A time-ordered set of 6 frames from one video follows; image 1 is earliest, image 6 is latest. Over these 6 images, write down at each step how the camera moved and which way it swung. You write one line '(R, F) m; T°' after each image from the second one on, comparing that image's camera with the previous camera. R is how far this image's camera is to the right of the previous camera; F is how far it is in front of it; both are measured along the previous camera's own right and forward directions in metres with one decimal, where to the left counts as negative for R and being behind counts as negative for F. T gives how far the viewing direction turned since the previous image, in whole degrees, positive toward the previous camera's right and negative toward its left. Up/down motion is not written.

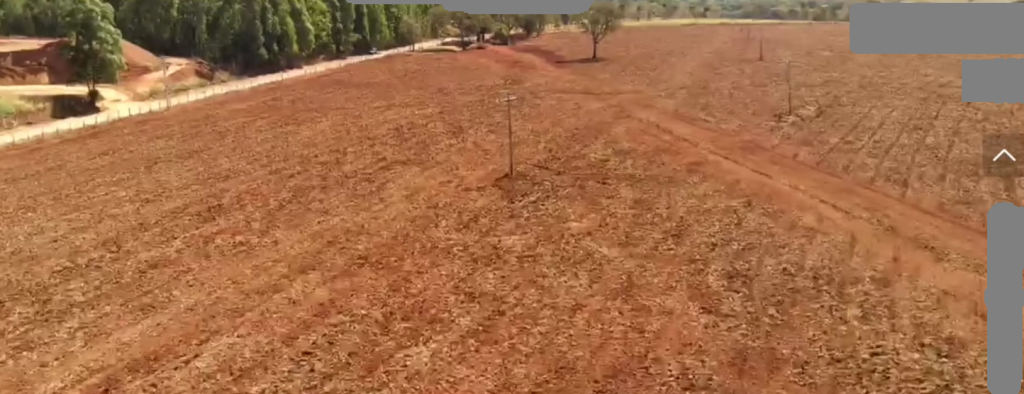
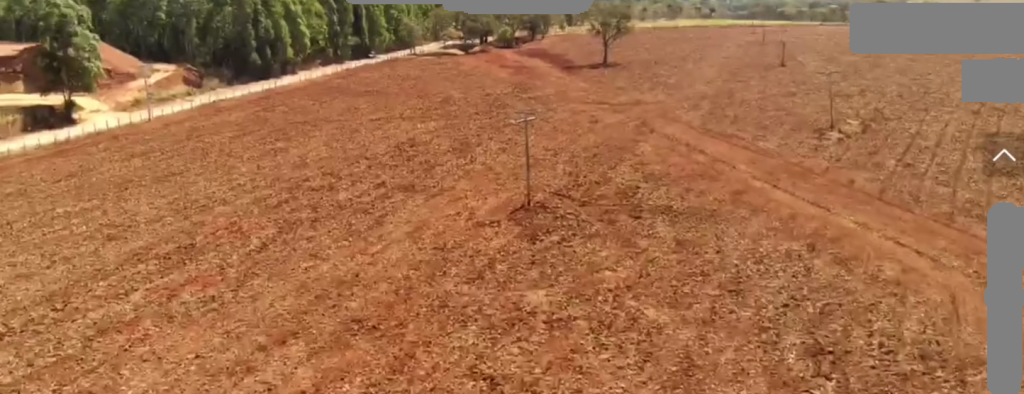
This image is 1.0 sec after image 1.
(0.0, +13.0) m; 0°
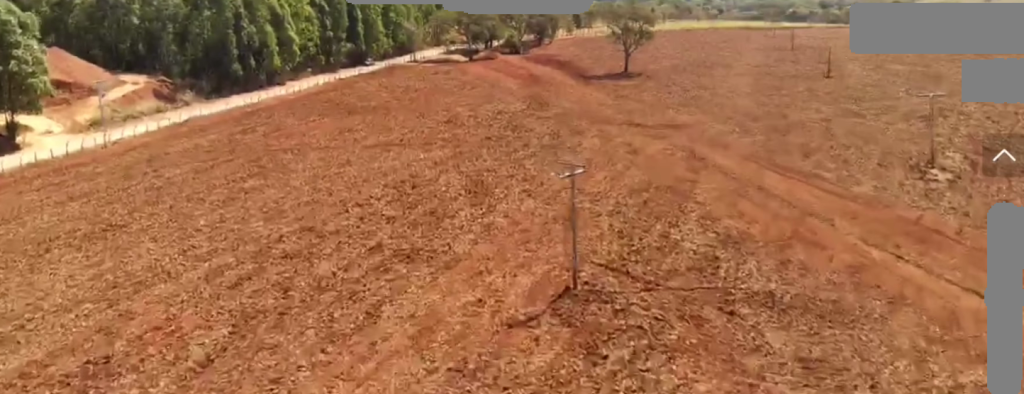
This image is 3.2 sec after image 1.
(0.0, +26.9) m; 0°
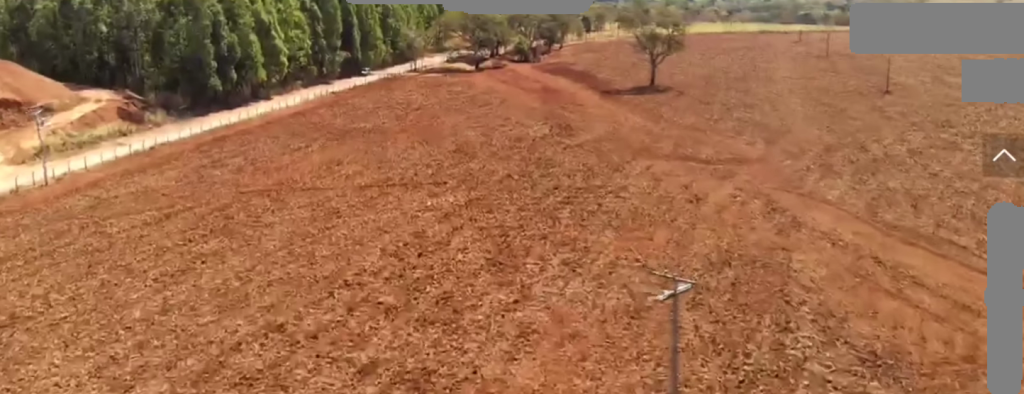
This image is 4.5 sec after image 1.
(0.0, +17.9) m; 0°
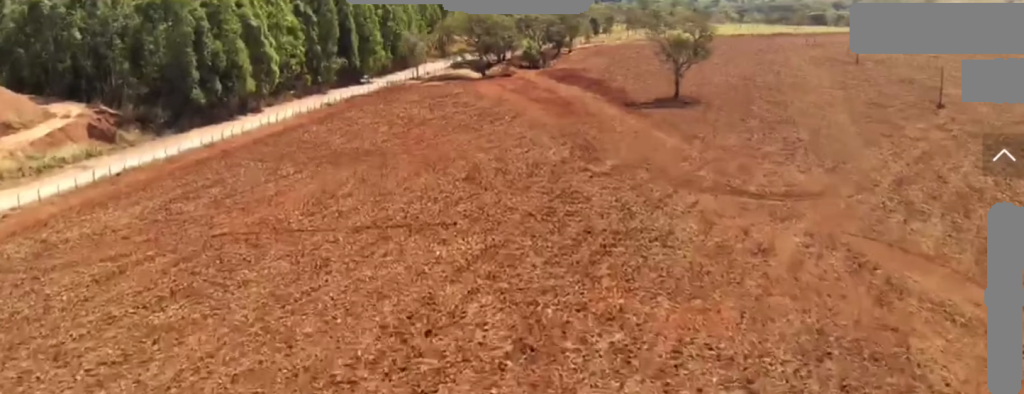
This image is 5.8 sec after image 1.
(0.0, +16.6) m; 0°
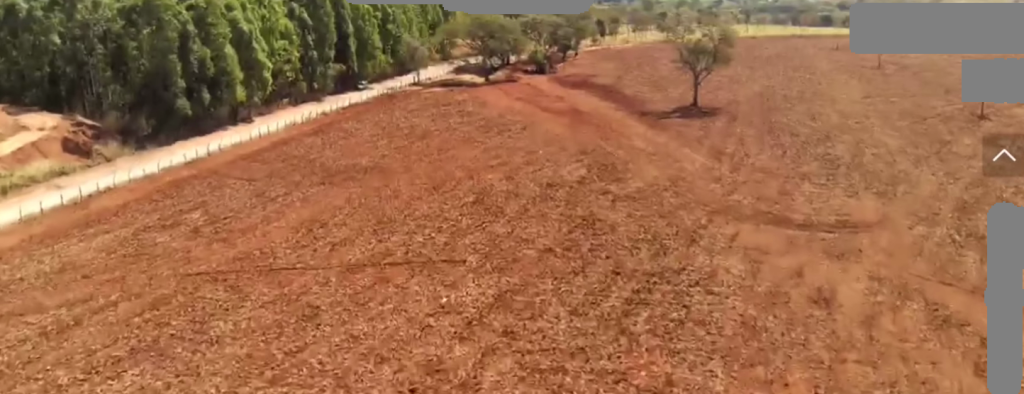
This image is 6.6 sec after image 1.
(0.0, +9.8) m; 0°
